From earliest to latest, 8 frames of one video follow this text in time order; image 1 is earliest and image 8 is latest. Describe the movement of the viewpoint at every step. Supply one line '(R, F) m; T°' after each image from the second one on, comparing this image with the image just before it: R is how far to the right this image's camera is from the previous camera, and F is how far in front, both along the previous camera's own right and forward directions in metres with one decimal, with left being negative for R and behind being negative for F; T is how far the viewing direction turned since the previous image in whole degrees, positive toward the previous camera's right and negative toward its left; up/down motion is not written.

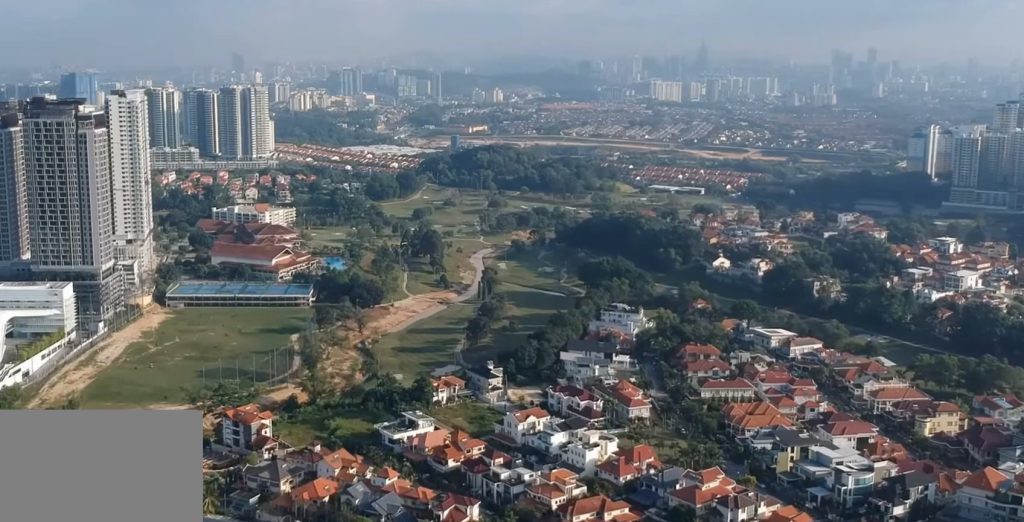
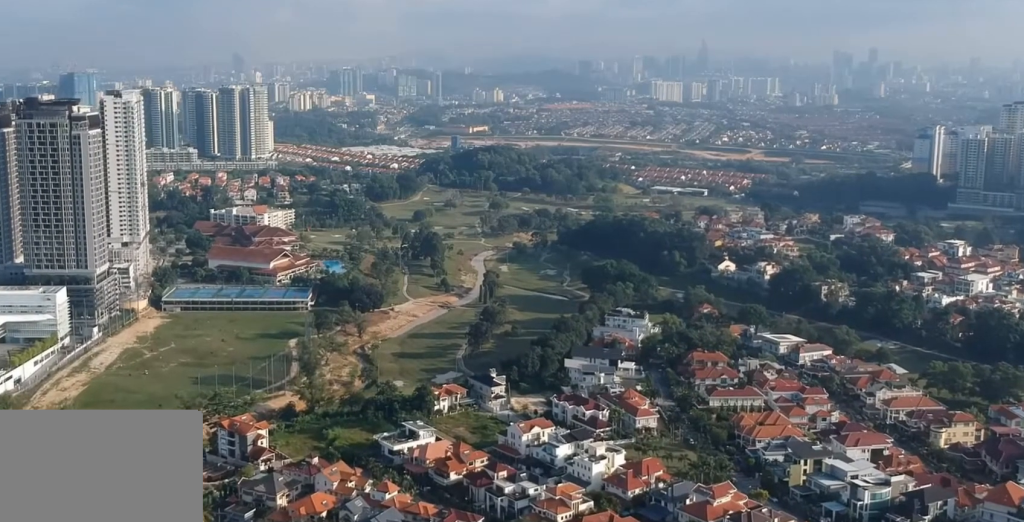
(+0.1, +13.5) m; 0°
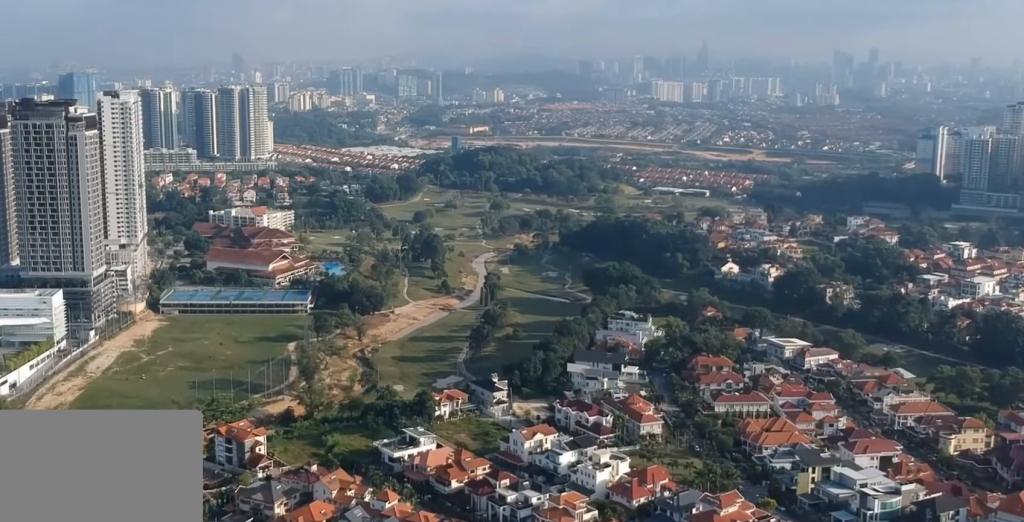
(0.0, +7.8) m; 0°
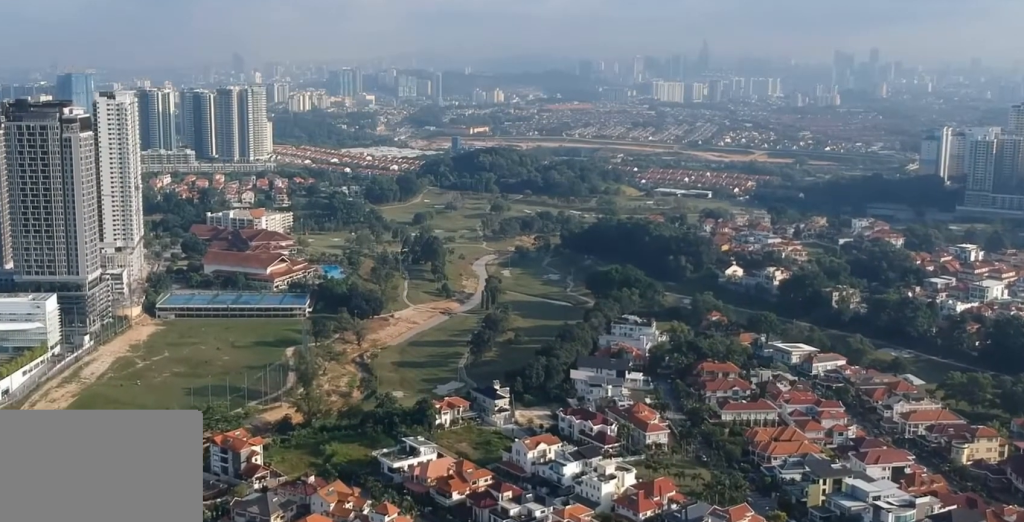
(0.0, +10.9) m; 0°
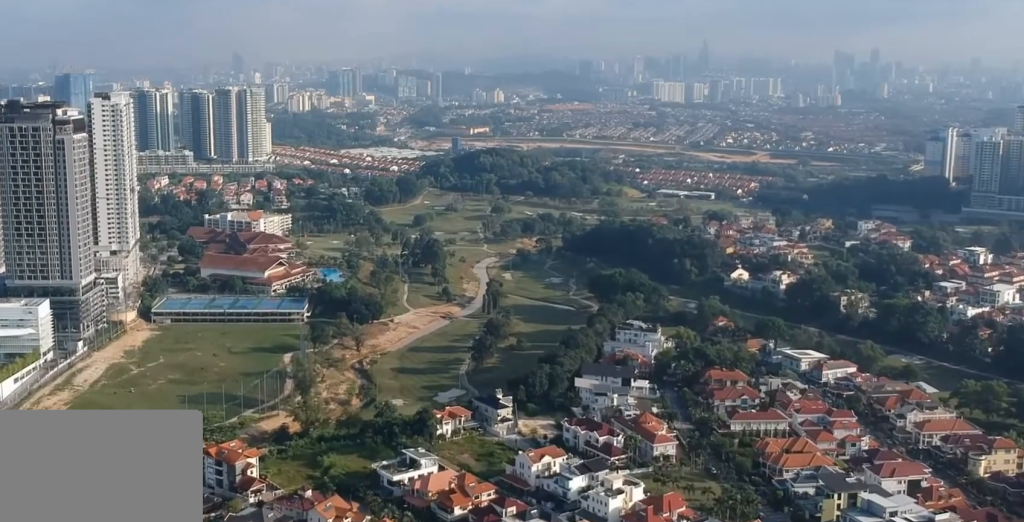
(0.0, +13.1) m; 0°
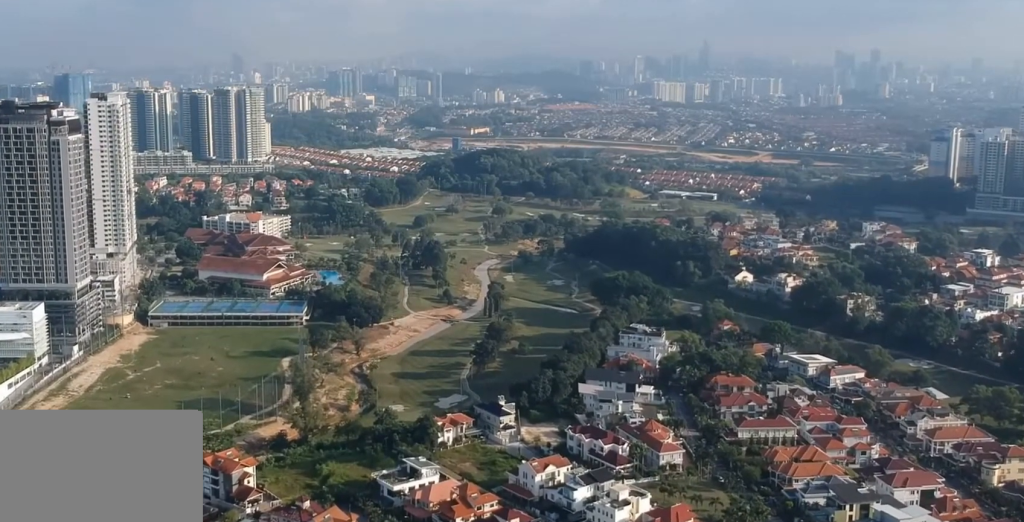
(0.0, +9.4) m; 0°
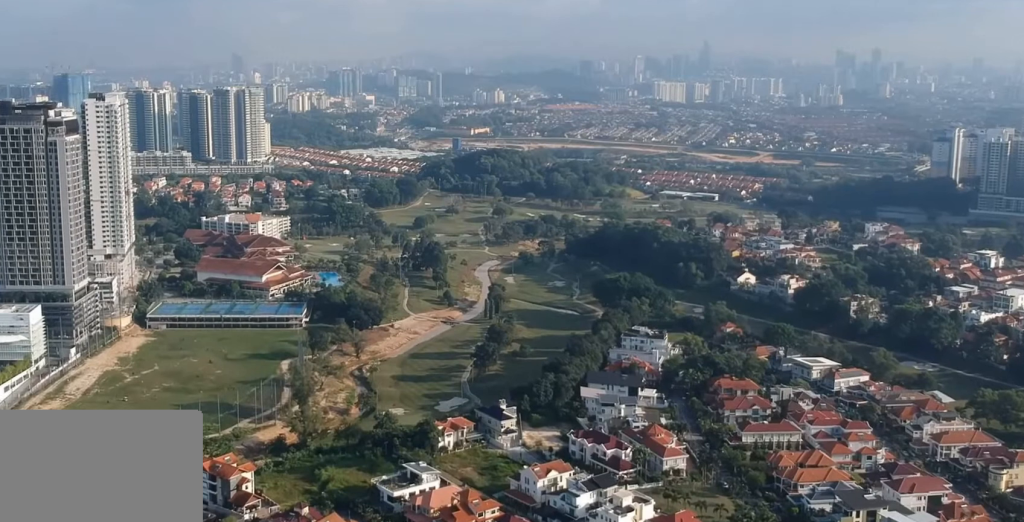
(0.0, +5.2) m; 0°
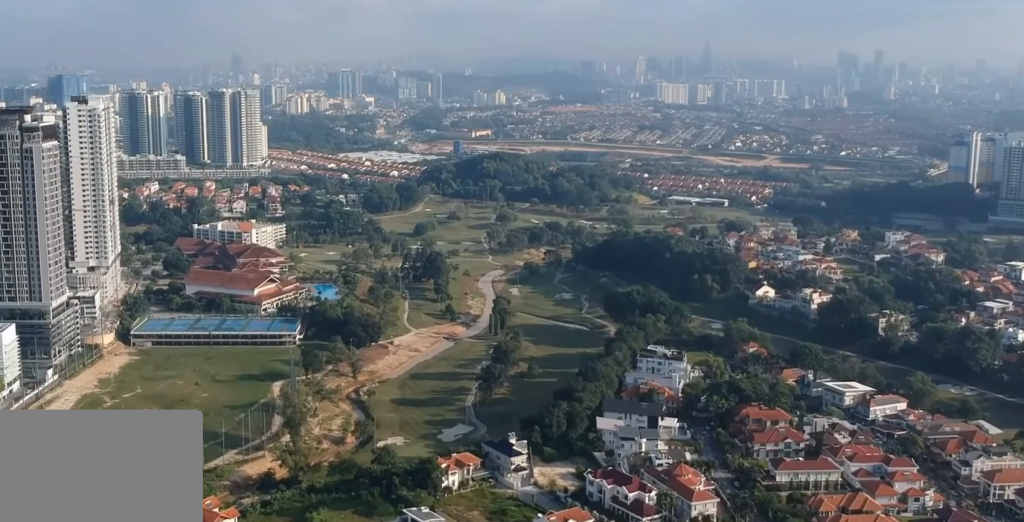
(+0.3, +40.8) m; +1°
